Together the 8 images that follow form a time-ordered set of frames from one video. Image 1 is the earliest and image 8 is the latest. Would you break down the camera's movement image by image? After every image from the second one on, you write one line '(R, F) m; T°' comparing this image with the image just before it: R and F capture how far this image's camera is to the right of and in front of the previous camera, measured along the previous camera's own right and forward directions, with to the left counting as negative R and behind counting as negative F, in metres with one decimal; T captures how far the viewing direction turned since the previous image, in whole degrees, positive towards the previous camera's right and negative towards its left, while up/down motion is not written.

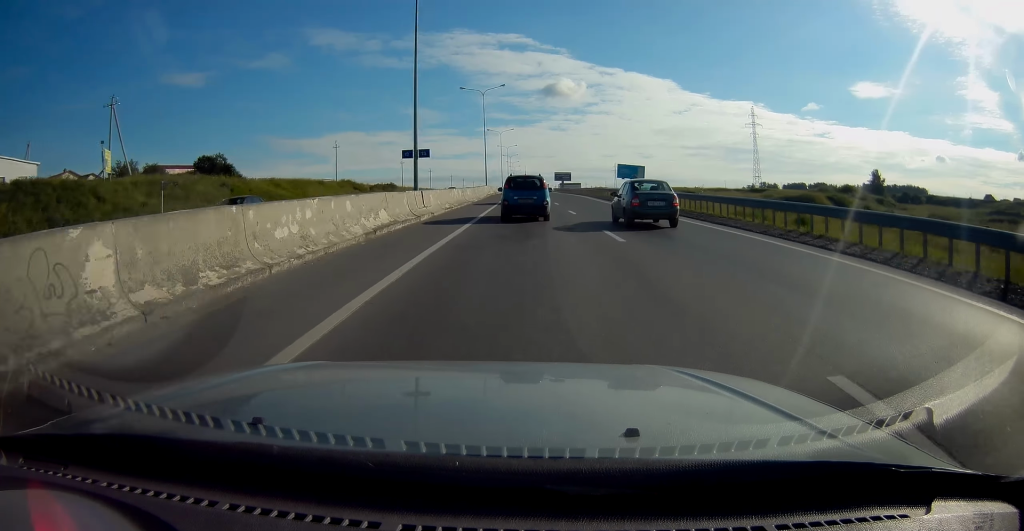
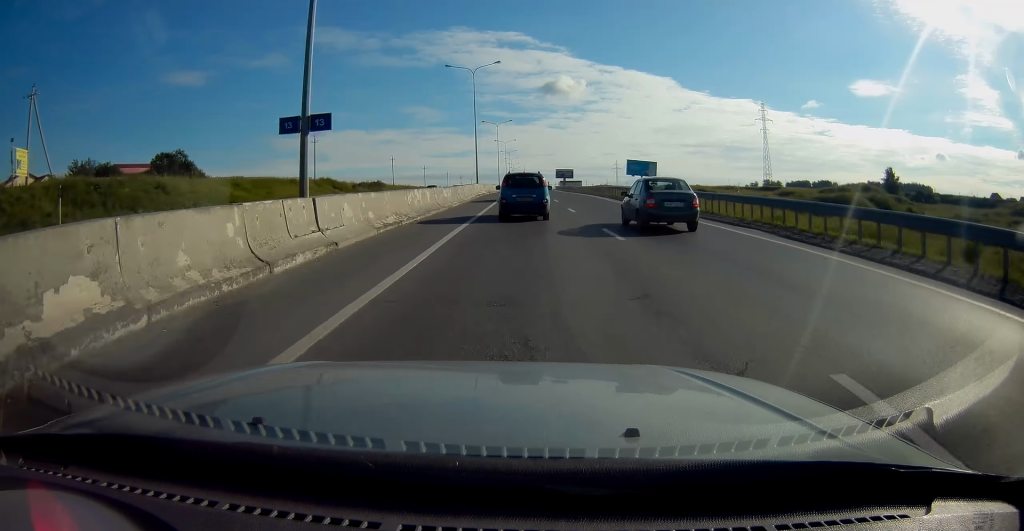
(+0.1, +11.9) m; 0°
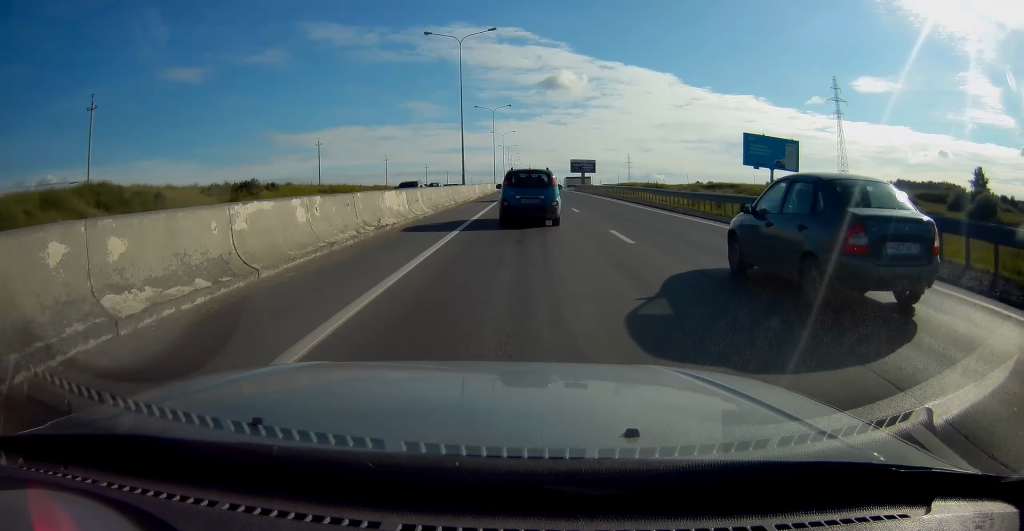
(+0.4, +60.2) m; 0°
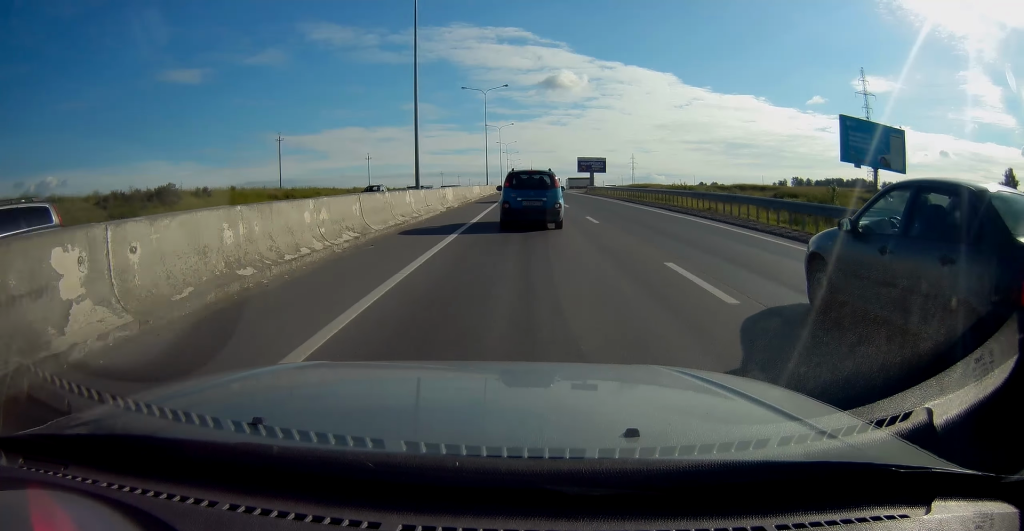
(-0.1, +17.5) m; 0°
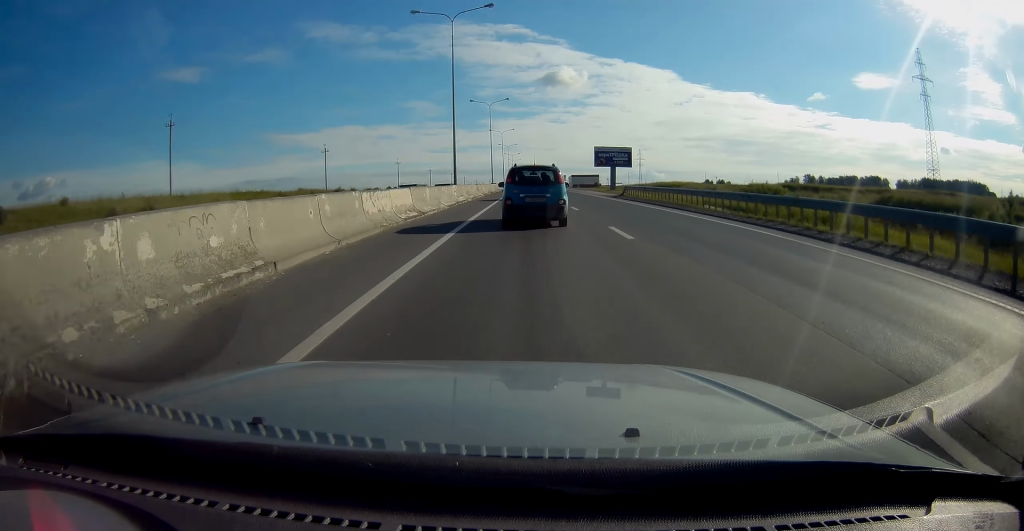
(-0.1, +29.7) m; 0°
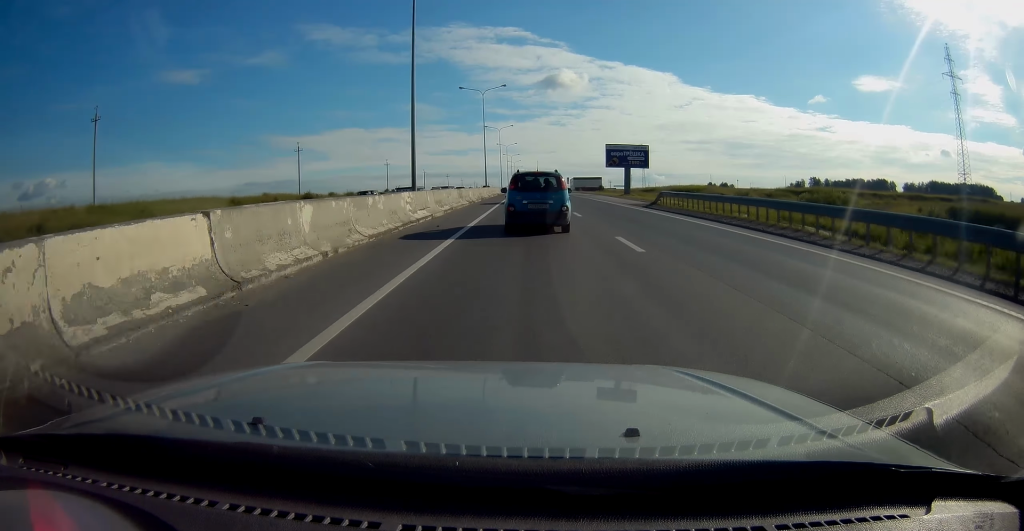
(0.0, +13.0) m; 0°
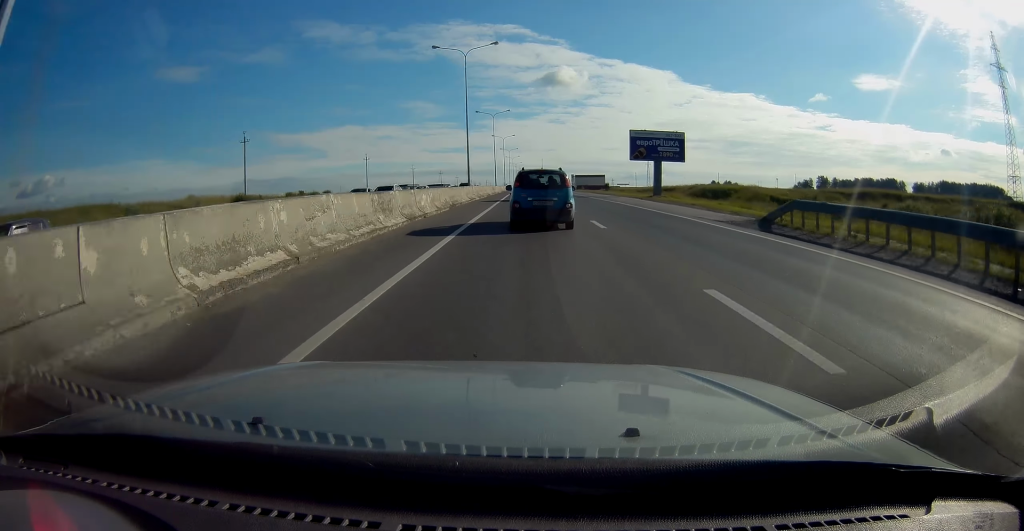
(0.0, +18.9) m; 0°
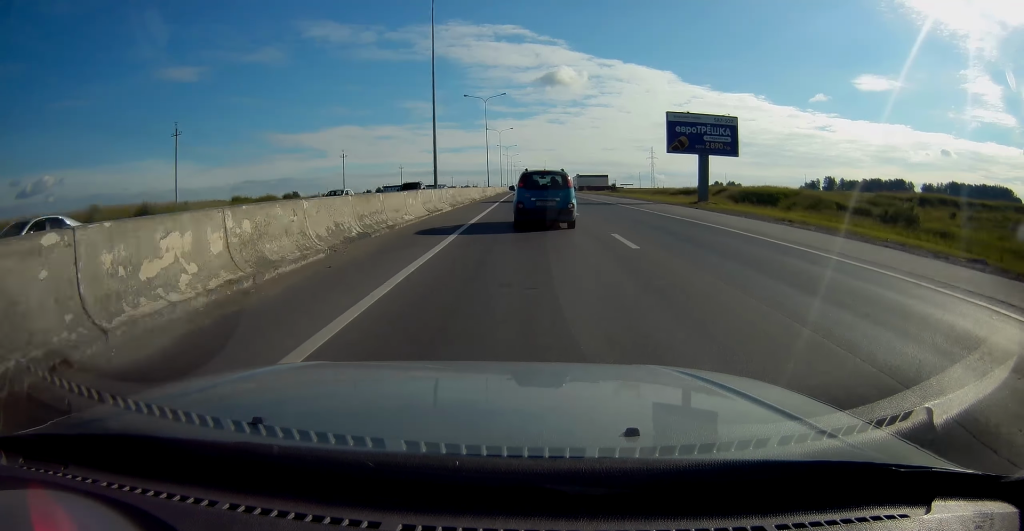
(-0.1, +16.6) m; 0°
